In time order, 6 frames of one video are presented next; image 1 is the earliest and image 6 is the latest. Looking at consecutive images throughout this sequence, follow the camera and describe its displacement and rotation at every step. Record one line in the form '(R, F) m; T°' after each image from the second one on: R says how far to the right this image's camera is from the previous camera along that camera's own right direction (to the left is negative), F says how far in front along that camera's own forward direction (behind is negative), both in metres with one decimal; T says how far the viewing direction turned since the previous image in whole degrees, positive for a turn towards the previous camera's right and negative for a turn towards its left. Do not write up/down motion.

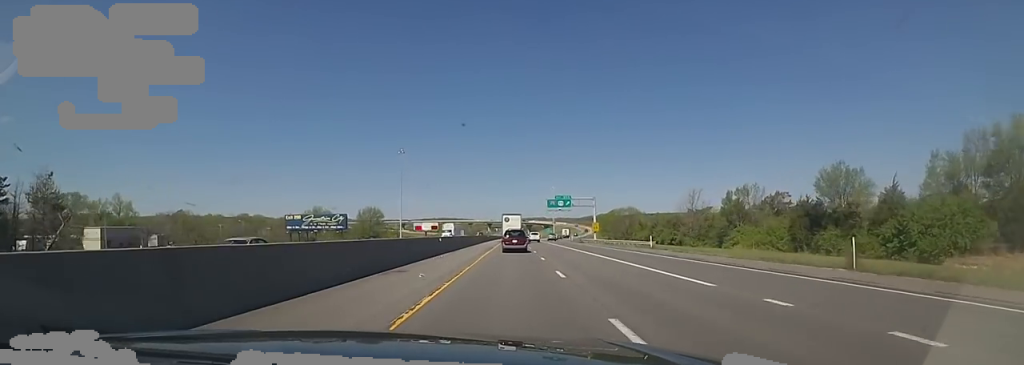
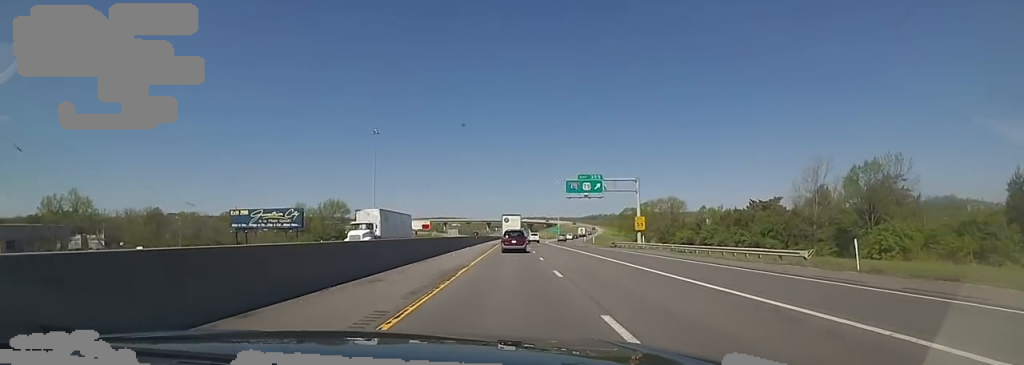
(0.0, +29.2) m; 0°
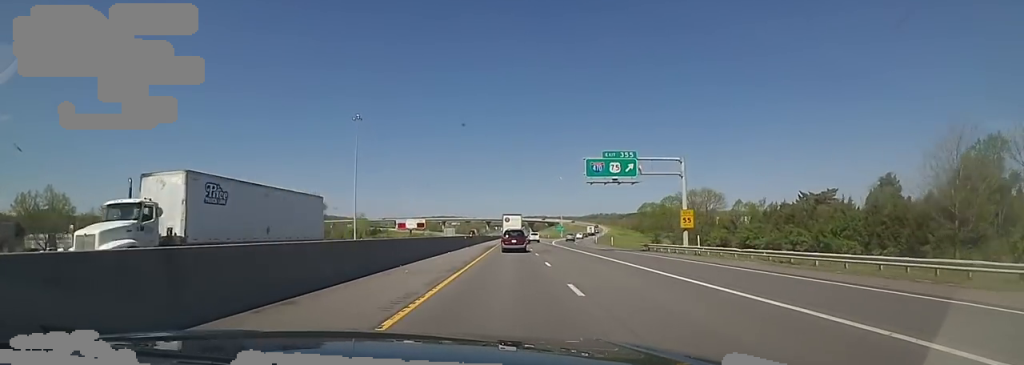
(0.0, +14.7) m; 0°
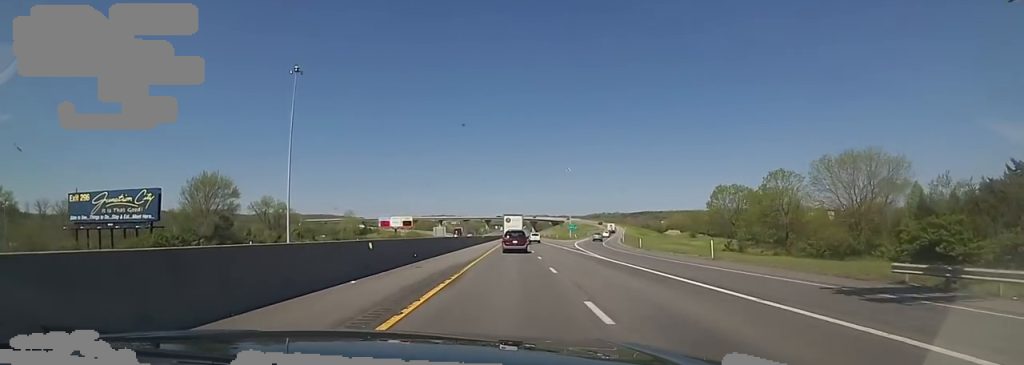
(0.0, +32.9) m; -2°
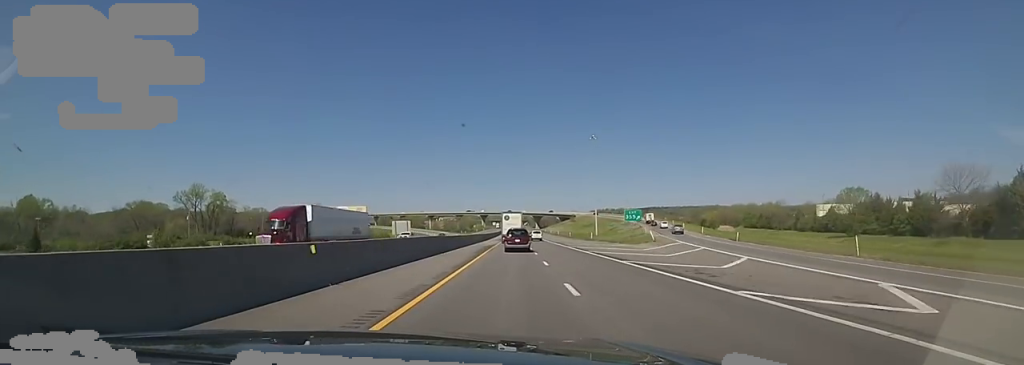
(-1.1, +65.0) m; +1°
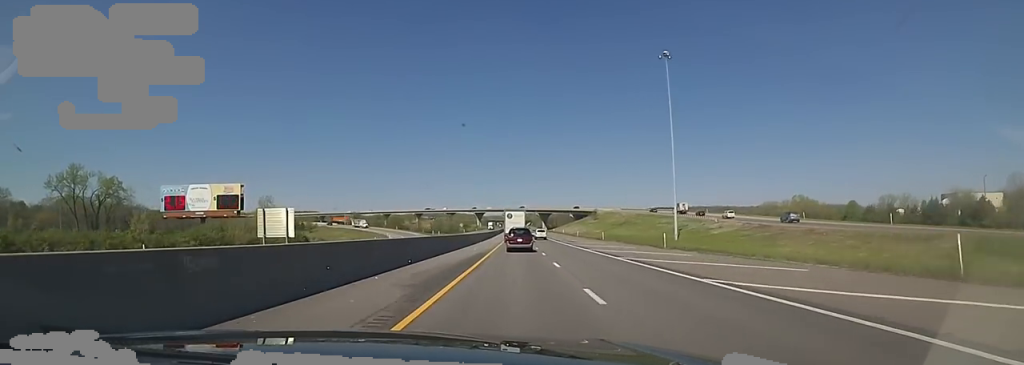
(+1.1, +69.9) m; +1°
